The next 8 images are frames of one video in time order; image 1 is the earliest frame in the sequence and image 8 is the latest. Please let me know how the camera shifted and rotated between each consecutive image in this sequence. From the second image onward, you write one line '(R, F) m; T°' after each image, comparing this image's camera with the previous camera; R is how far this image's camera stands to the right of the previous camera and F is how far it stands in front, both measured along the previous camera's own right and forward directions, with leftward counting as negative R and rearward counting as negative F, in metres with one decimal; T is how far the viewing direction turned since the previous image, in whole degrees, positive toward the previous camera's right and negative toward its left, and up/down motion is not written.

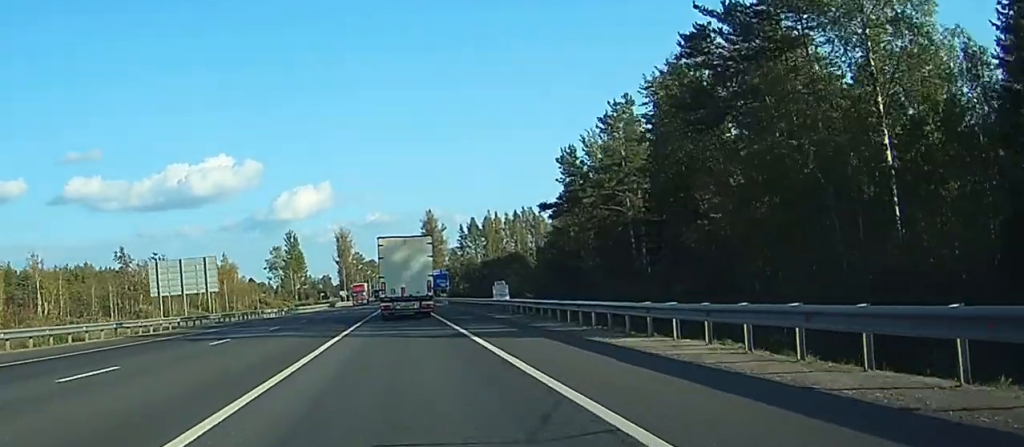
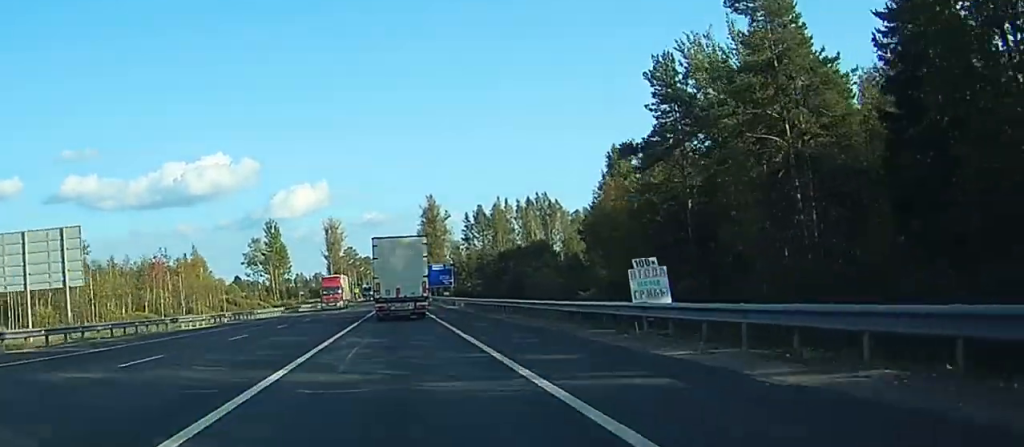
(+0.6, +32.0) m; +1°
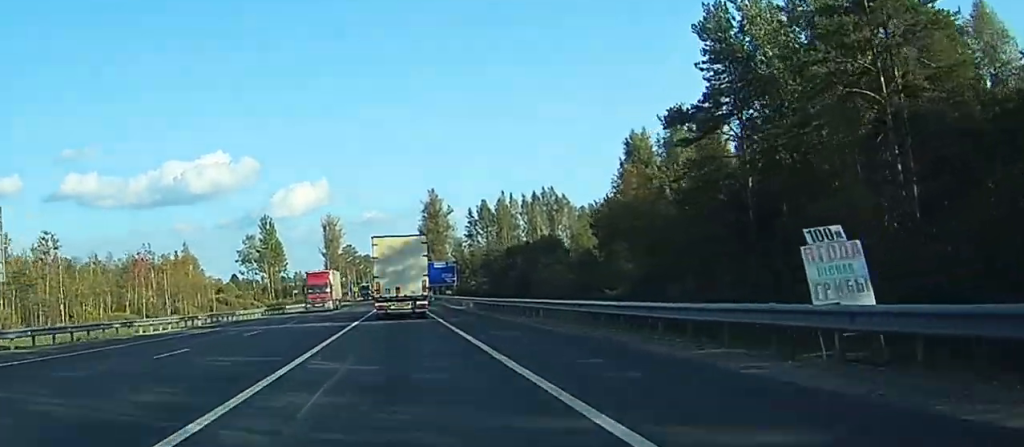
(-0.1, +9.3) m; 0°
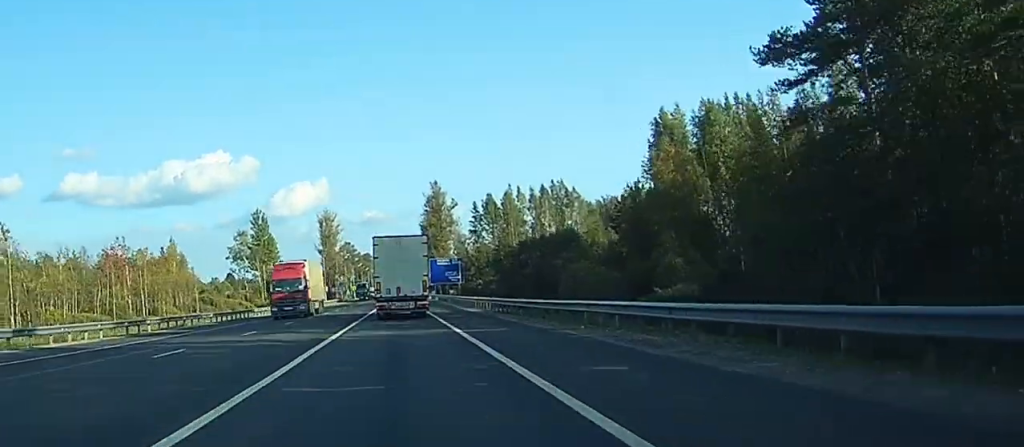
(0.0, +12.3) m; 0°
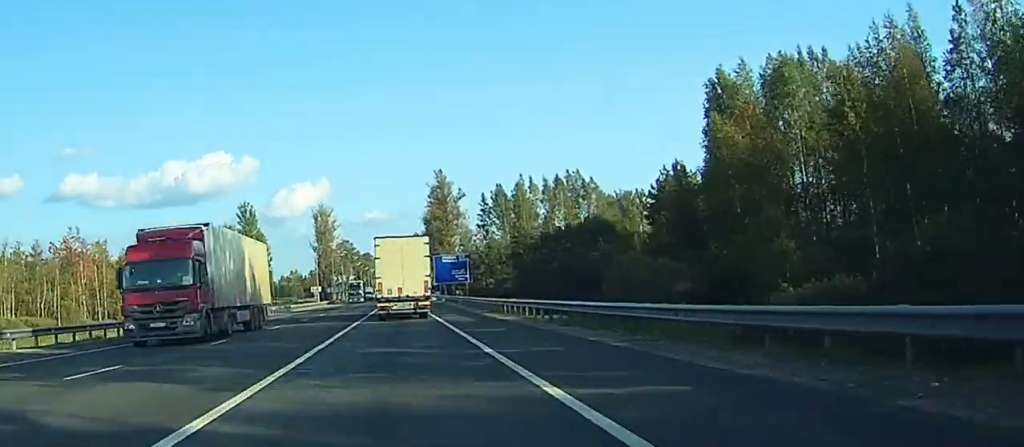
(0.0, +17.6) m; 0°
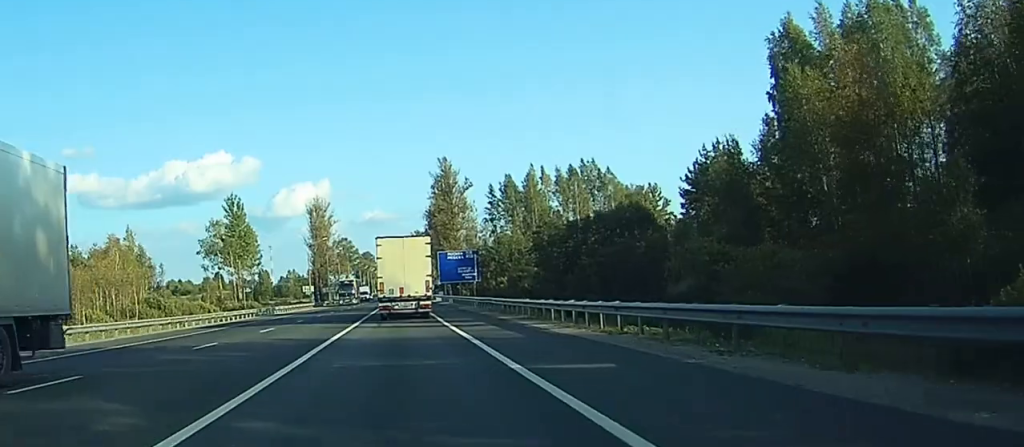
(0.0, +14.5) m; 0°
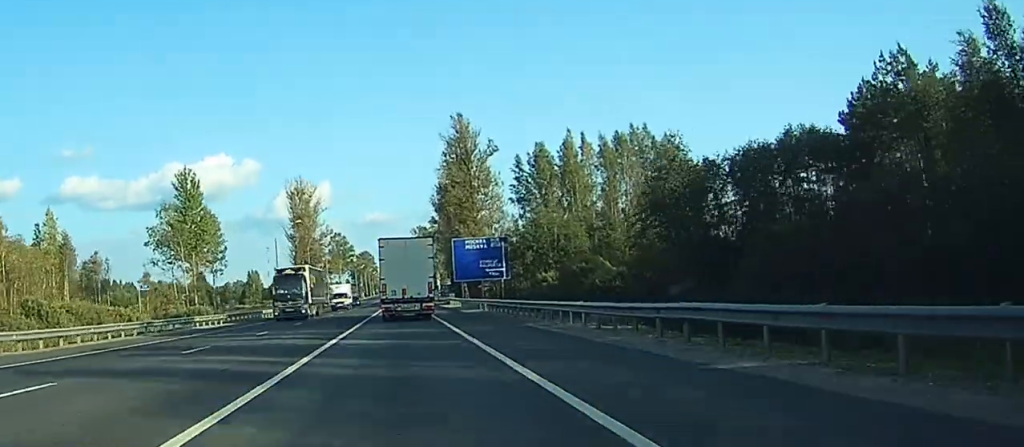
(0.0, +37.1) m; 0°
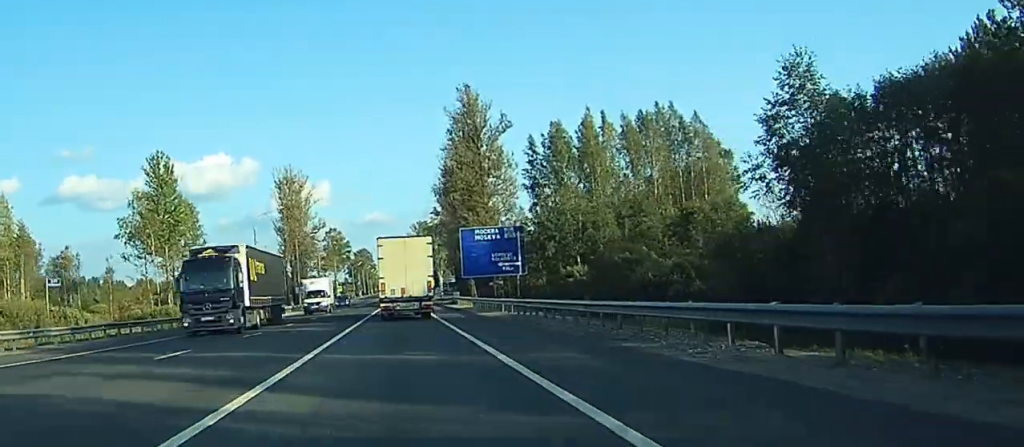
(0.0, +14.3) m; 0°
